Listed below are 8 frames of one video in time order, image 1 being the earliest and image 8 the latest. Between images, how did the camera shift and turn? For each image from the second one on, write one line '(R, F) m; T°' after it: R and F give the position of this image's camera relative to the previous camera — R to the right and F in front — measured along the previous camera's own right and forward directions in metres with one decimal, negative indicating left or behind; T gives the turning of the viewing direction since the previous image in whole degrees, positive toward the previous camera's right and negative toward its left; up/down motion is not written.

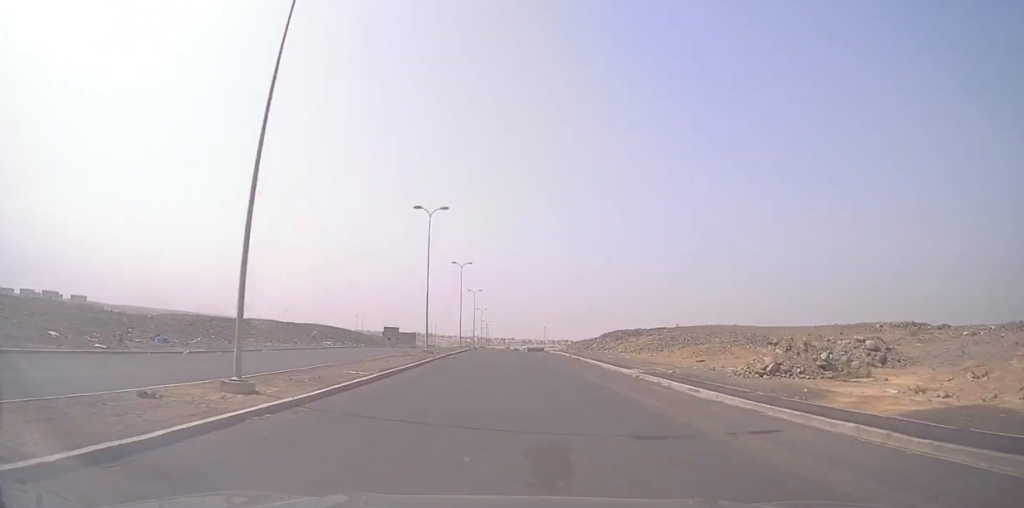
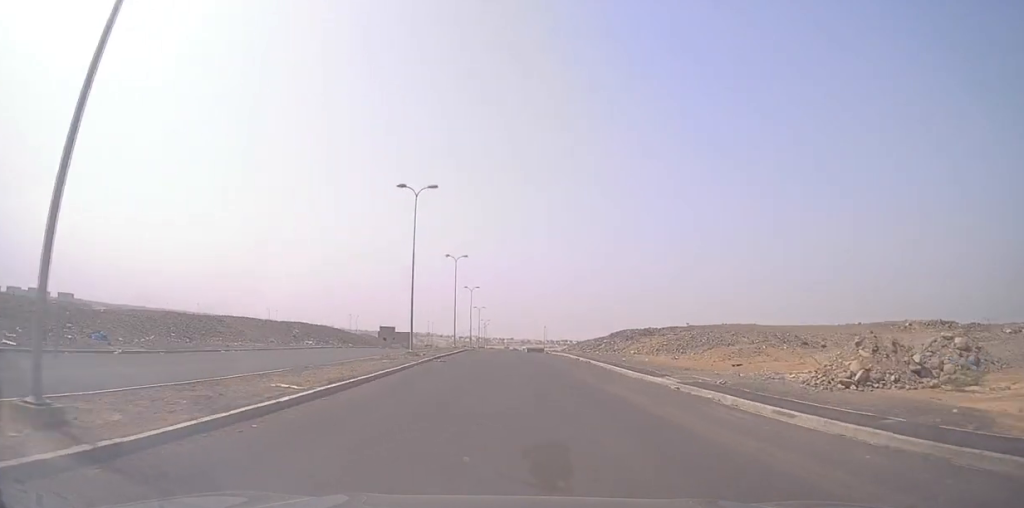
(+0.1, +6.2) m; -1°
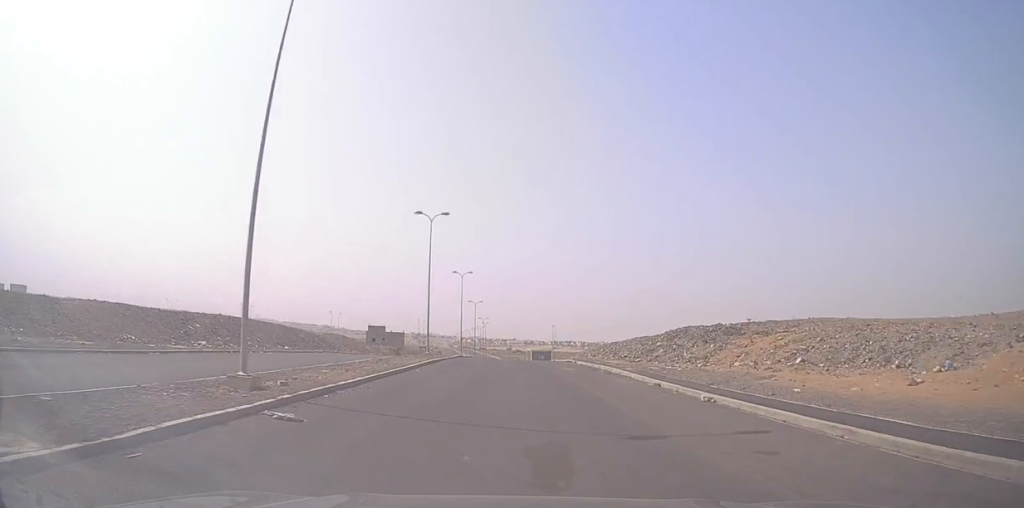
(0.0, +23.6) m; +2°
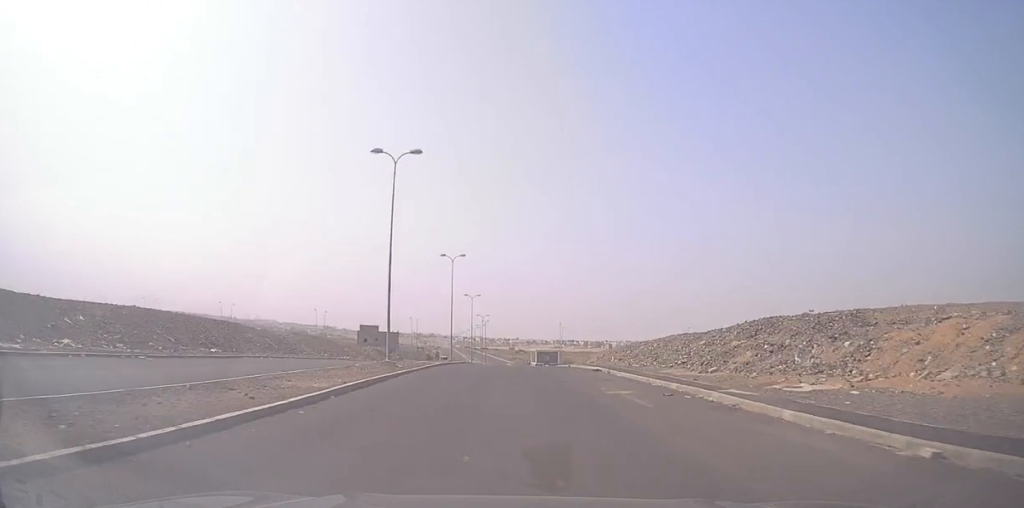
(+0.1, +15.0) m; -2°
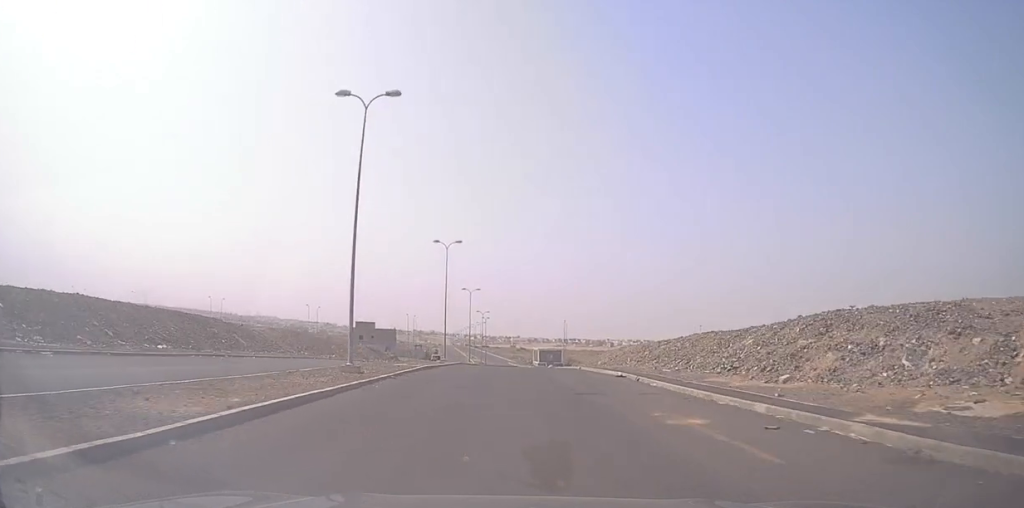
(-0.3, +7.2) m; 0°
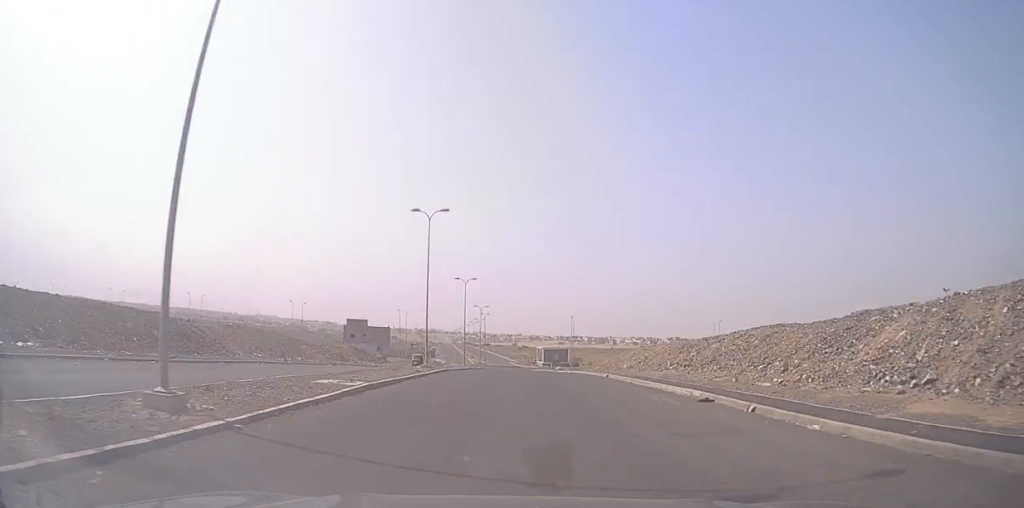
(+0.1, +12.5) m; -1°
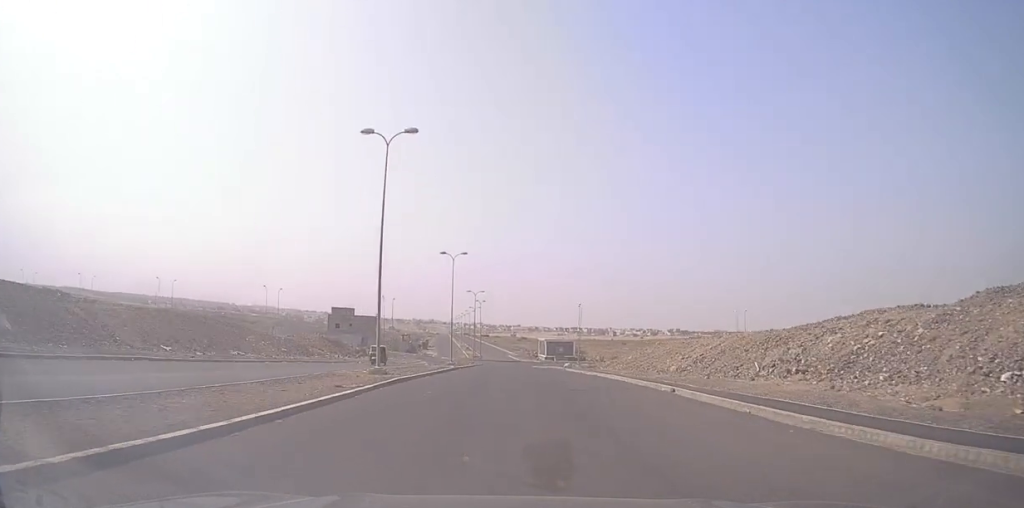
(-0.6, +14.5) m; -1°
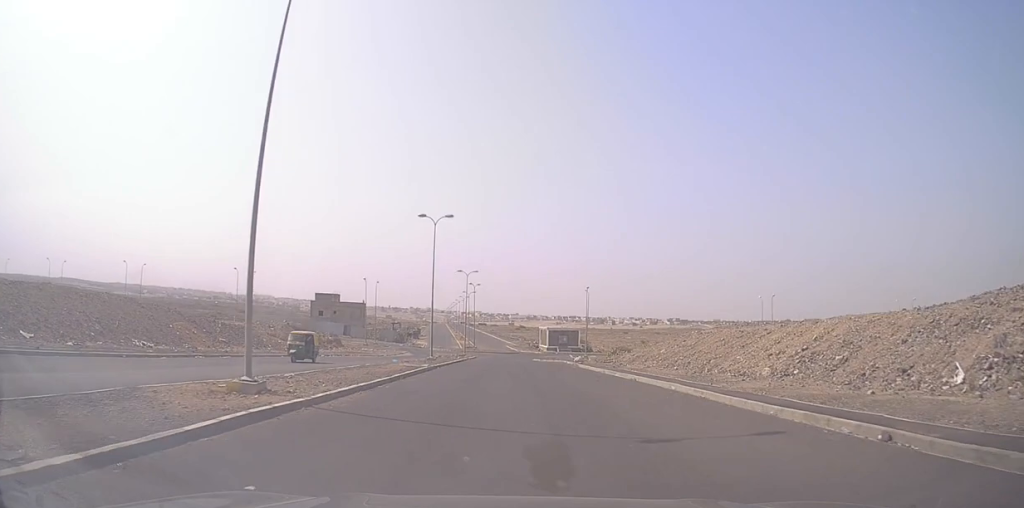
(+0.7, +12.9) m; +5°
